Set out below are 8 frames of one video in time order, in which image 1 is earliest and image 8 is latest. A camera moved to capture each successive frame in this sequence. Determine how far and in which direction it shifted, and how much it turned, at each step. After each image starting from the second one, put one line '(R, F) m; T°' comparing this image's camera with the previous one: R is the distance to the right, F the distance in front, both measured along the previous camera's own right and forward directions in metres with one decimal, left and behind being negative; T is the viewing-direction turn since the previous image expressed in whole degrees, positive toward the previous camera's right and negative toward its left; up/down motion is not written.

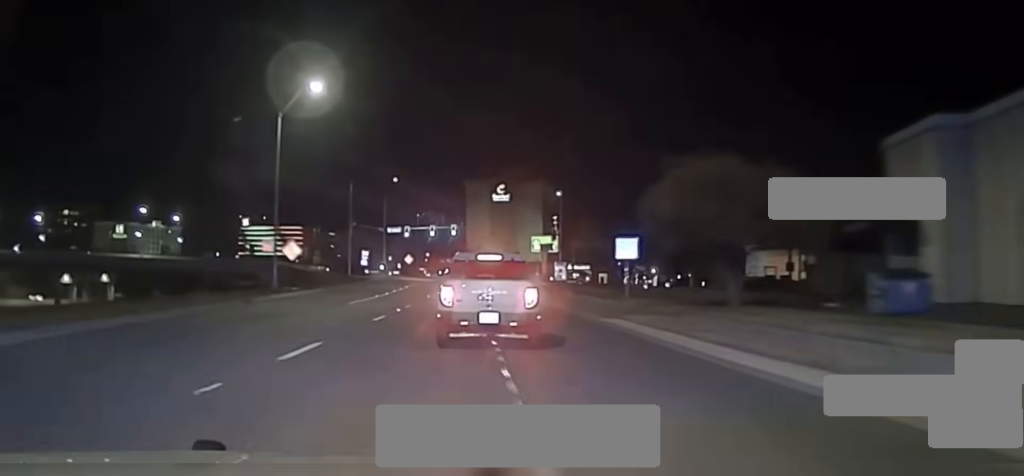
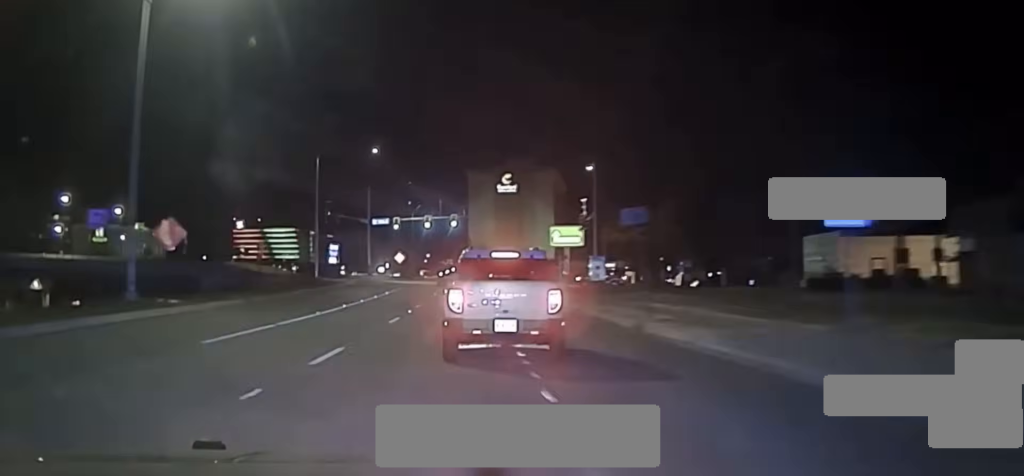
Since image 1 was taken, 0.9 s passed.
(-0.4, +24.4) m; -1°
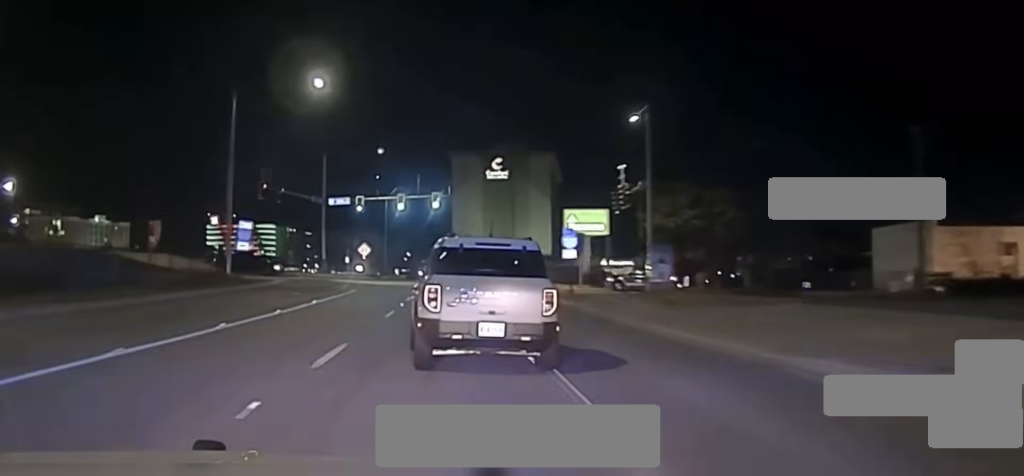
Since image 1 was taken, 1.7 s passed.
(-0.3, +23.2) m; -1°
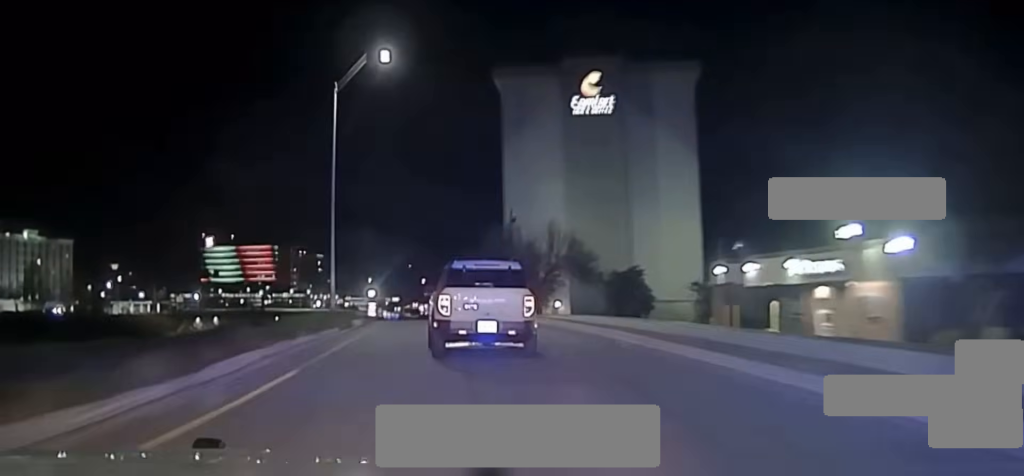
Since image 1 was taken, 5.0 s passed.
(-0.3, +84.3) m; -1°
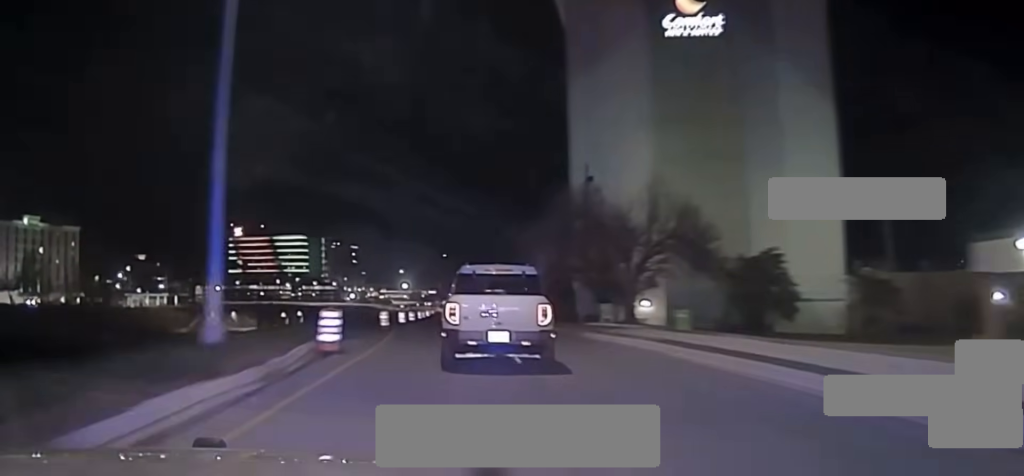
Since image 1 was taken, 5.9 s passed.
(-0.4, +24.7) m; -1°
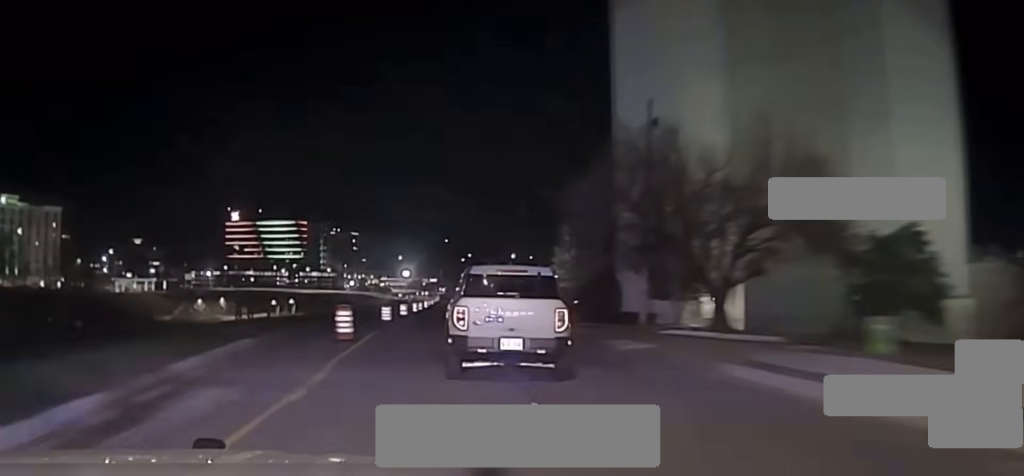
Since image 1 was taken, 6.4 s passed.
(-0.1, +15.1) m; 0°
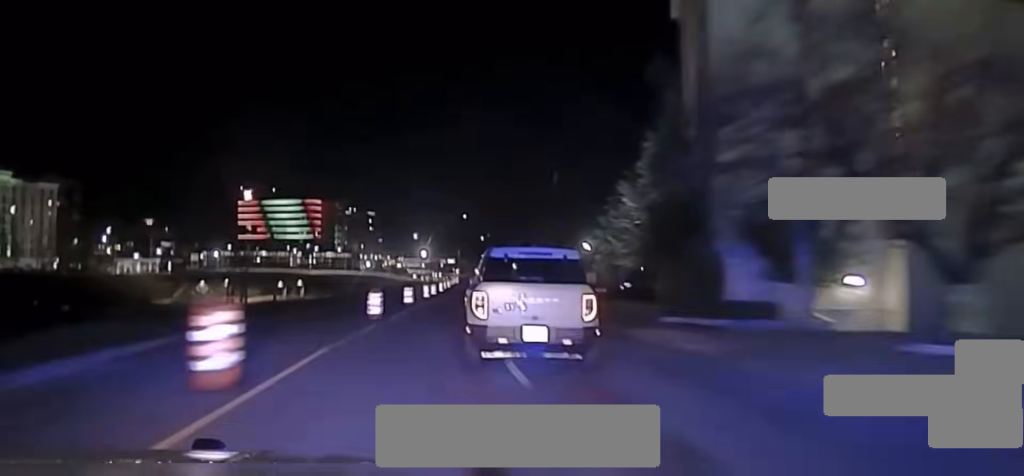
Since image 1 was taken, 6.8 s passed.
(0.0, +14.2) m; 0°
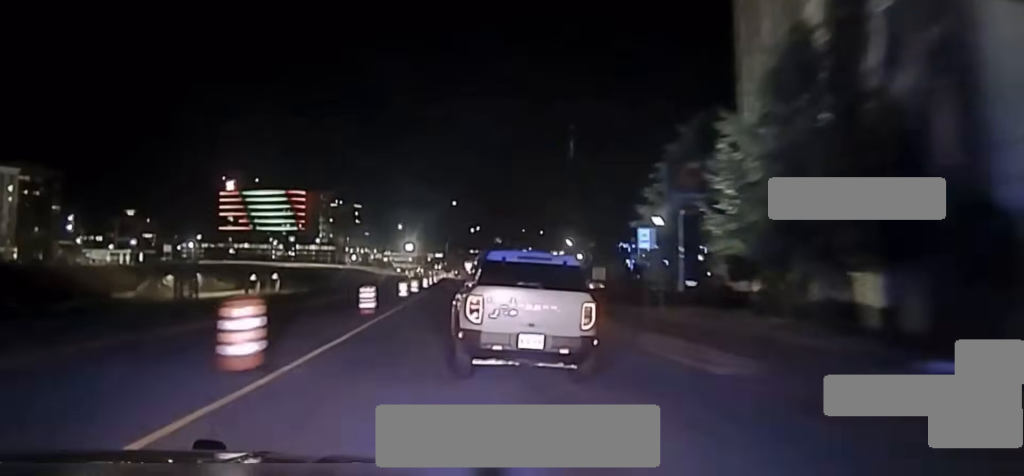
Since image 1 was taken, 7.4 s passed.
(0.0, +18.0) m; 0°
